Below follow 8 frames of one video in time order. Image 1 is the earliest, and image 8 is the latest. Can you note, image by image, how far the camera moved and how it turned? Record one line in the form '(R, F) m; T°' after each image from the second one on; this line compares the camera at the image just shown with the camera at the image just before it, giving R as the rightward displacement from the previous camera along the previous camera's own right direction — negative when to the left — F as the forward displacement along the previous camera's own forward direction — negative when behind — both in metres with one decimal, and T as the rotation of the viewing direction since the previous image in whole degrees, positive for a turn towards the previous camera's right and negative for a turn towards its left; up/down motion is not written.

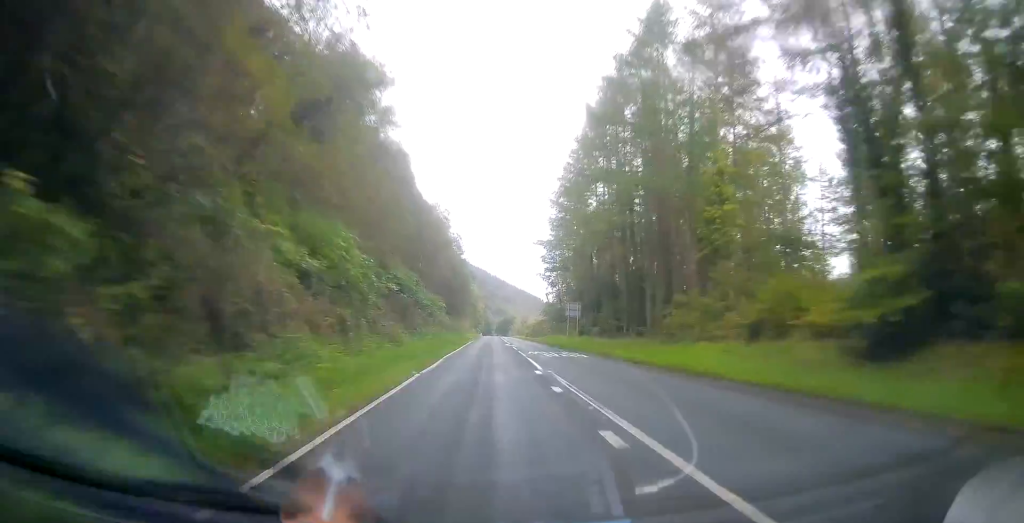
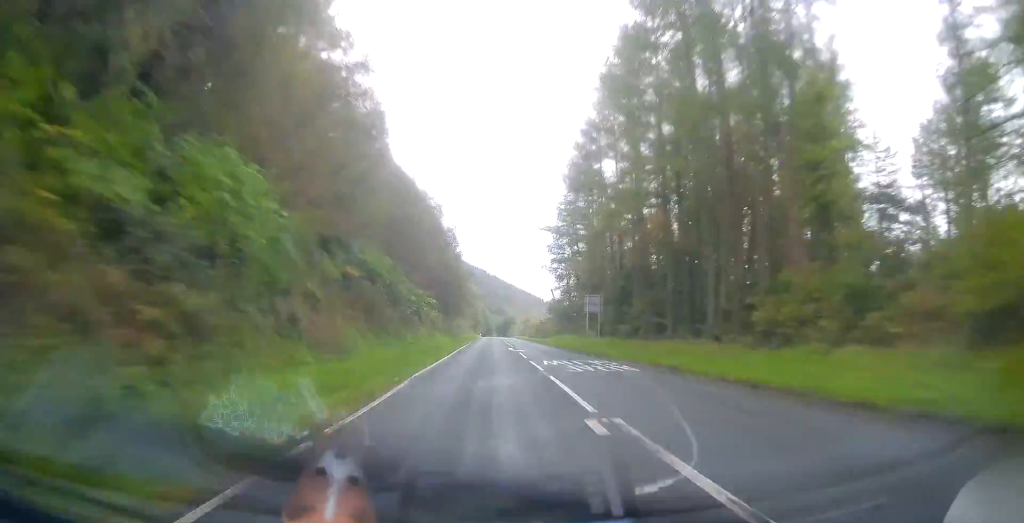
(-0.1, +10.7) m; 0°
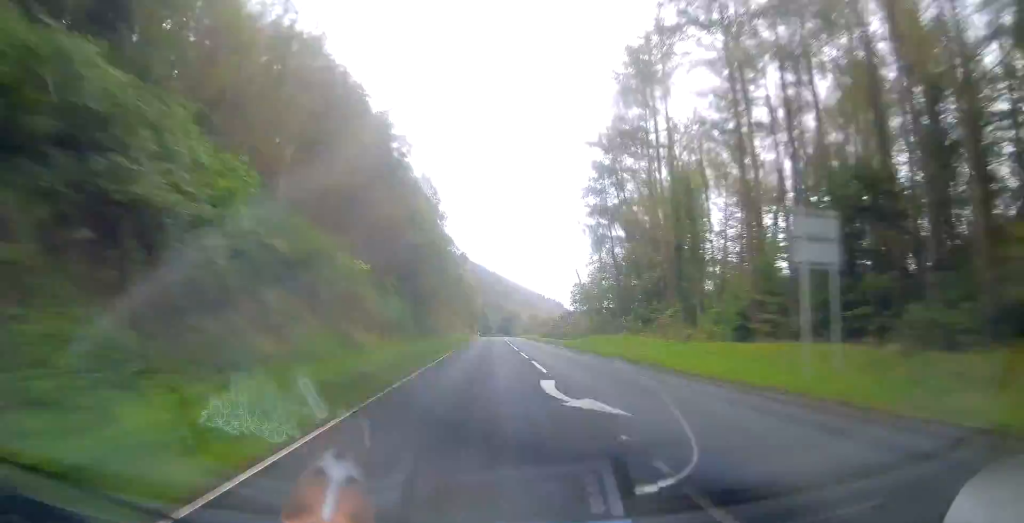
(+0.6, +28.8) m; +1°
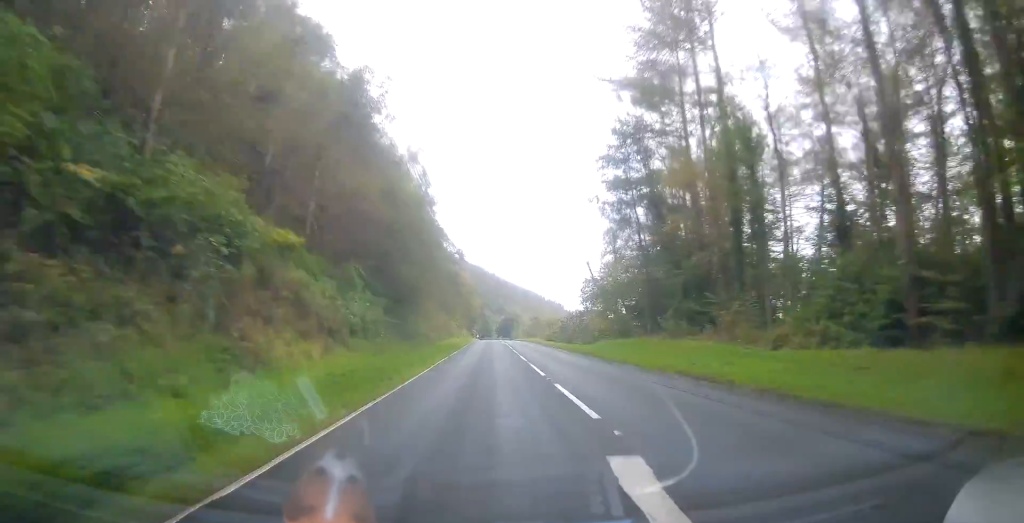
(0.0, +8.8) m; 0°
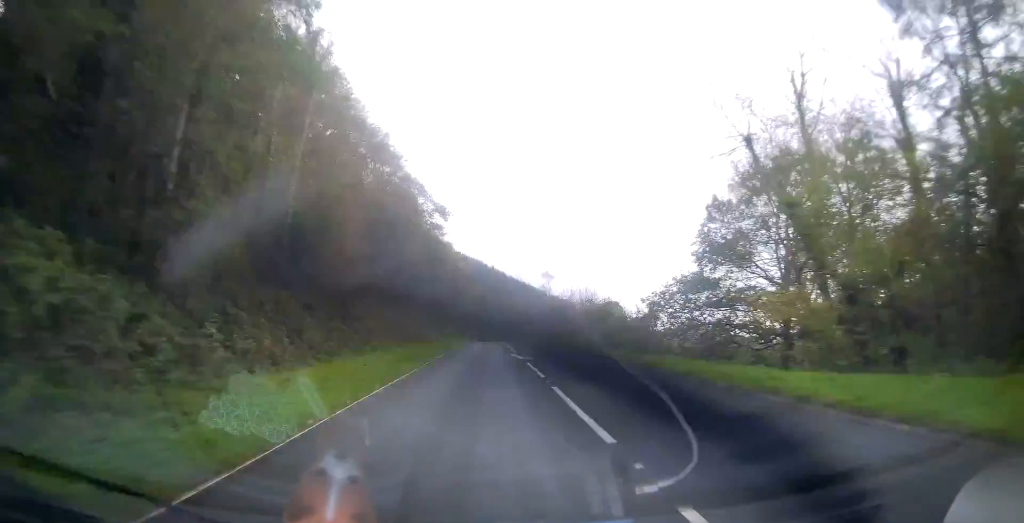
(-0.3, +38.1) m; -1°
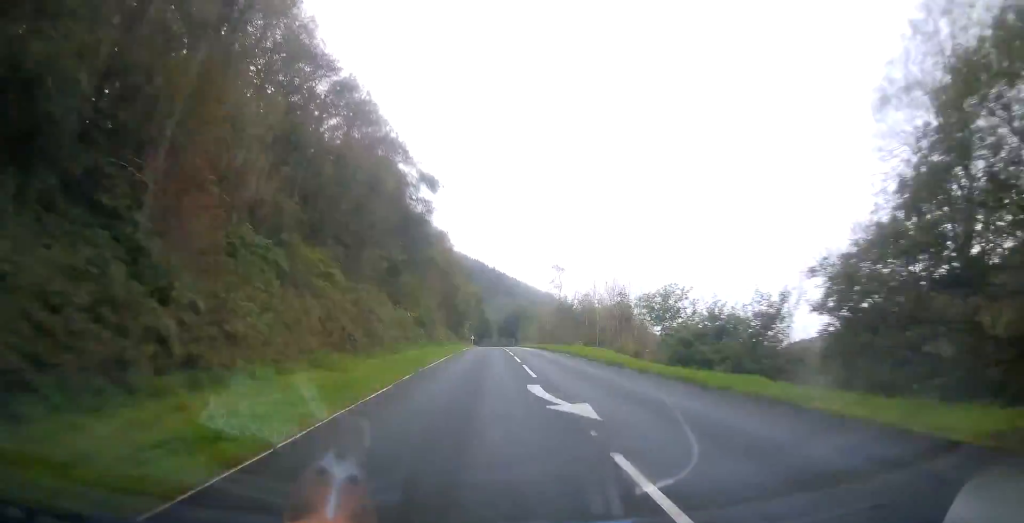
(-0.2, +16.1) m; -1°
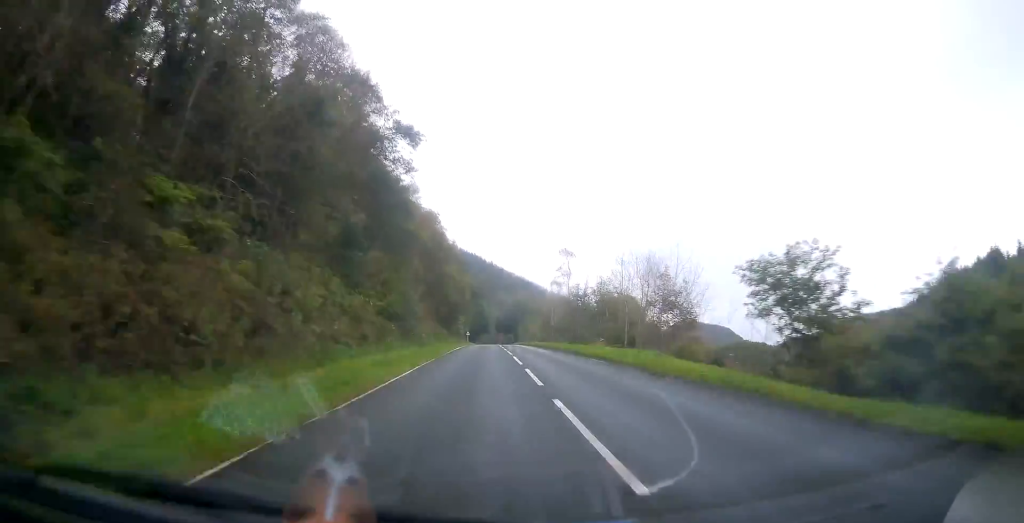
(0.0, +13.3) m; 0°
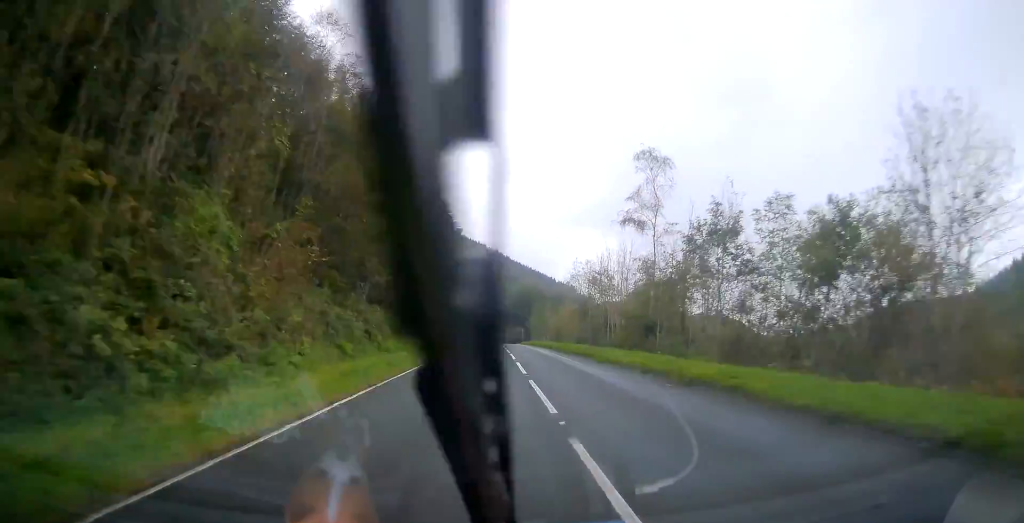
(+0.4, +40.7) m; +1°
